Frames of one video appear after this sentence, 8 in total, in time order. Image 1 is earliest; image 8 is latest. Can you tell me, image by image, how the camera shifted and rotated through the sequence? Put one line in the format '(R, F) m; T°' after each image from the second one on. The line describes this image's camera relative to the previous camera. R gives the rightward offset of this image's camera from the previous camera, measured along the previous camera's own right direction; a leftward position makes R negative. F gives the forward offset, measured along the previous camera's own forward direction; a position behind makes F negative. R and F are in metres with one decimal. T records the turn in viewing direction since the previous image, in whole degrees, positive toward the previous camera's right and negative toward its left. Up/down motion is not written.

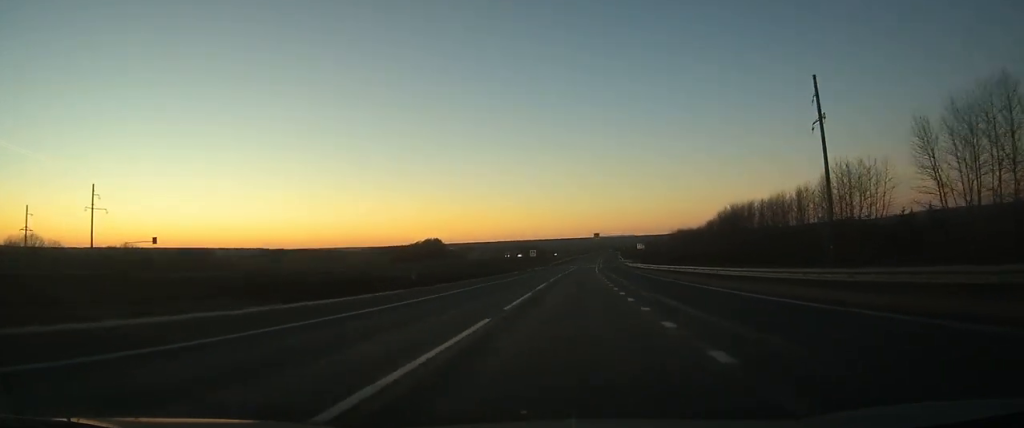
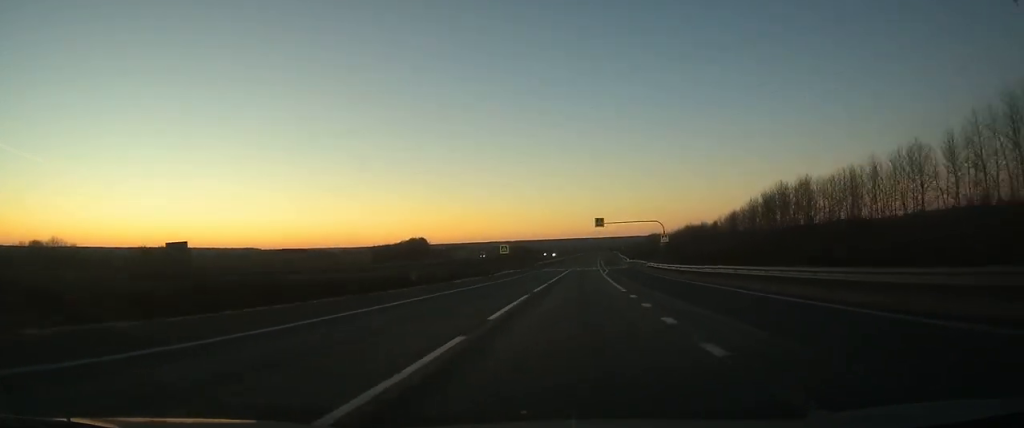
(+0.5, +38.8) m; +1°
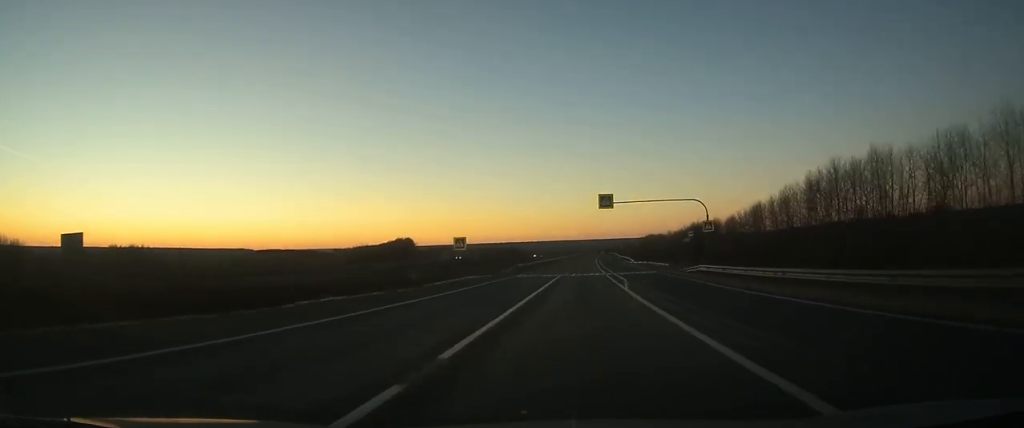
(+0.1, +27.9) m; +1°
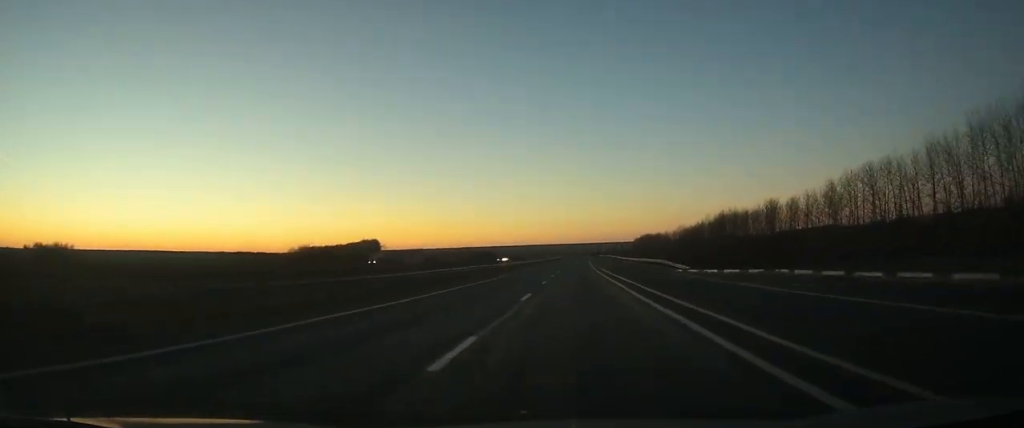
(+0.8, +63.8) m; +2°
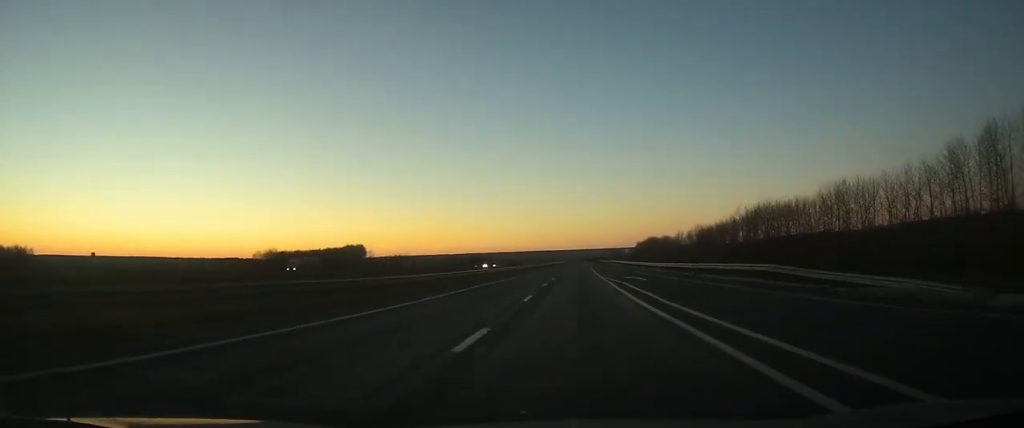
(+0.4, +34.1) m; +1°
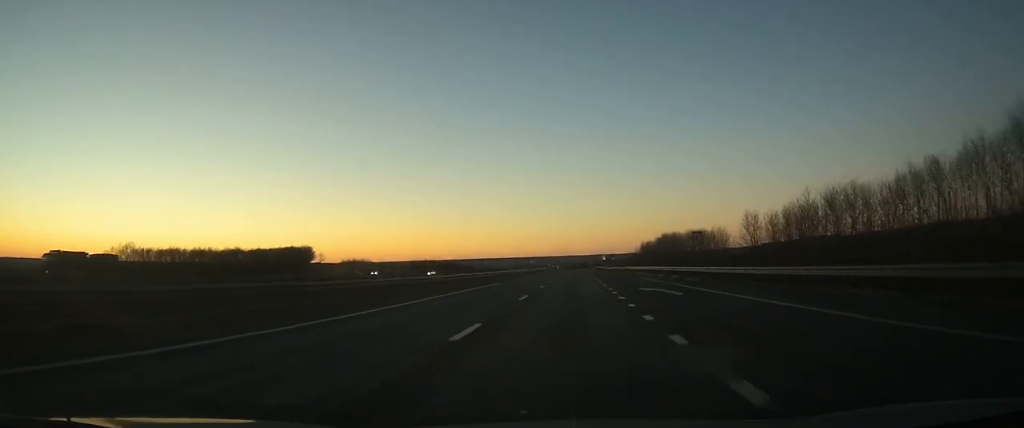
(+1.1, +94.0) m; +1°
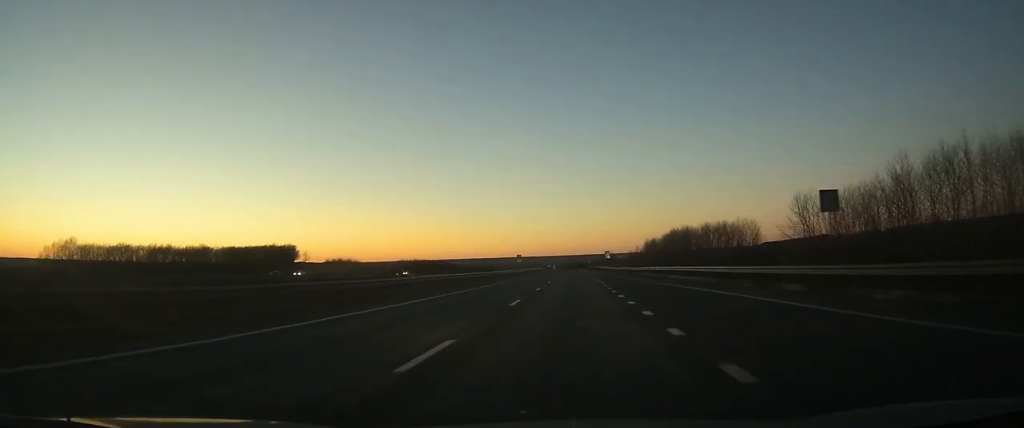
(+0.1, +27.1) m; 0°
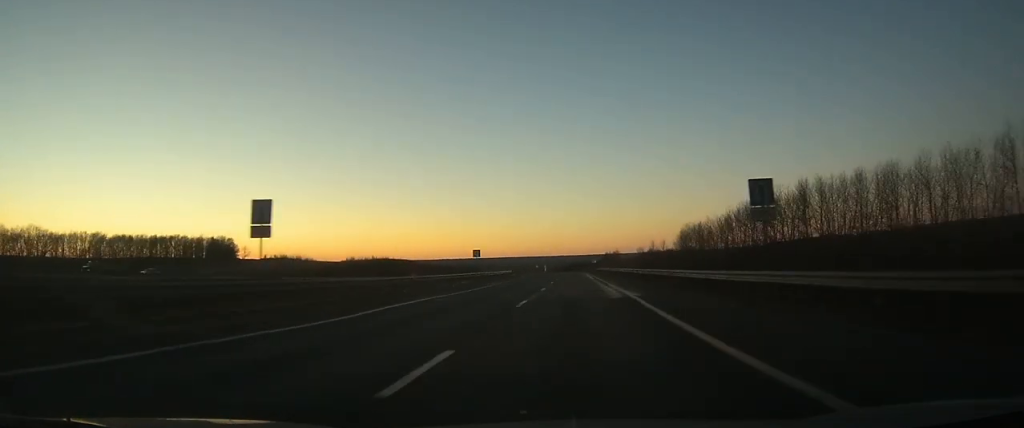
(0.0, +95.8) m; 0°
